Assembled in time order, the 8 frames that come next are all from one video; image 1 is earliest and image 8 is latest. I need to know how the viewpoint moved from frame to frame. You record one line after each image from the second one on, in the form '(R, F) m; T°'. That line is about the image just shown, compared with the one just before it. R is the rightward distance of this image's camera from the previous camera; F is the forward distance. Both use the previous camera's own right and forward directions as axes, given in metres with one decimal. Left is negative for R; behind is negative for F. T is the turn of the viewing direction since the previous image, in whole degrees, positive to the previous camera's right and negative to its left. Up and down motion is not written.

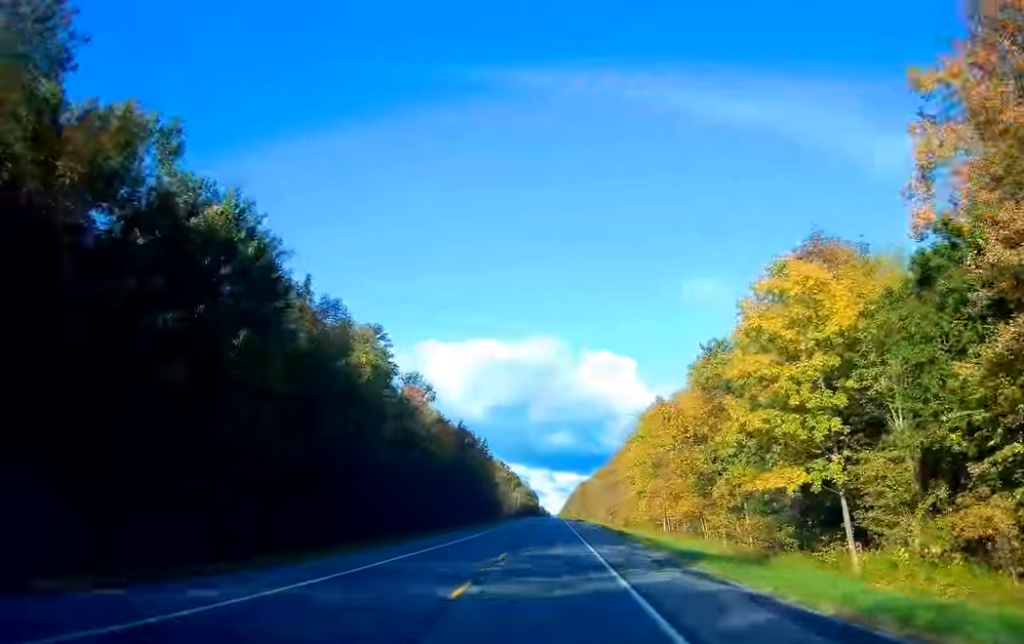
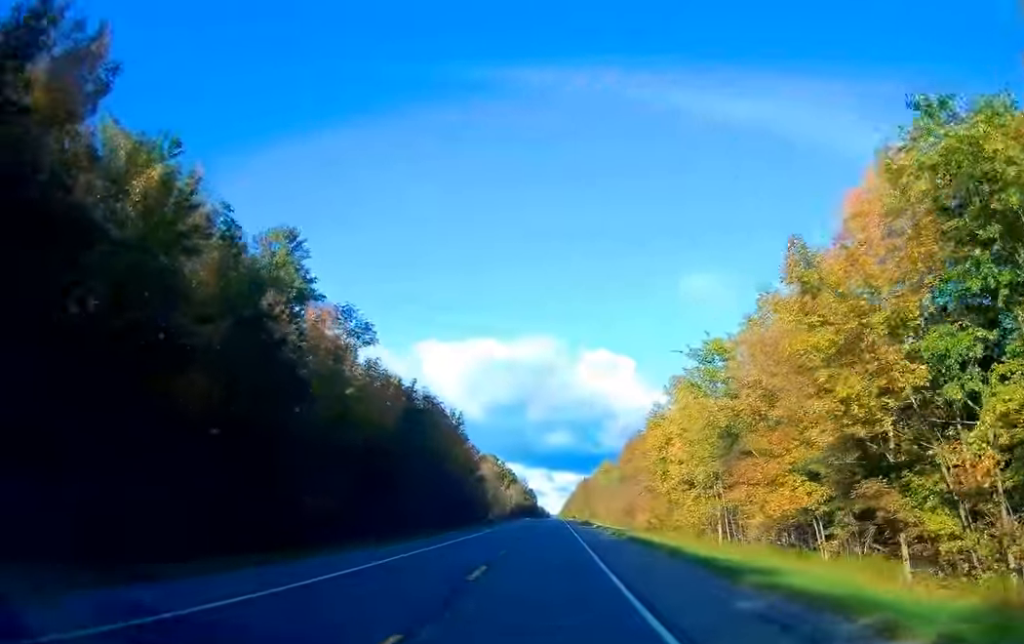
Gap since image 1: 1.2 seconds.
(0.0, +32.2) m; 0°
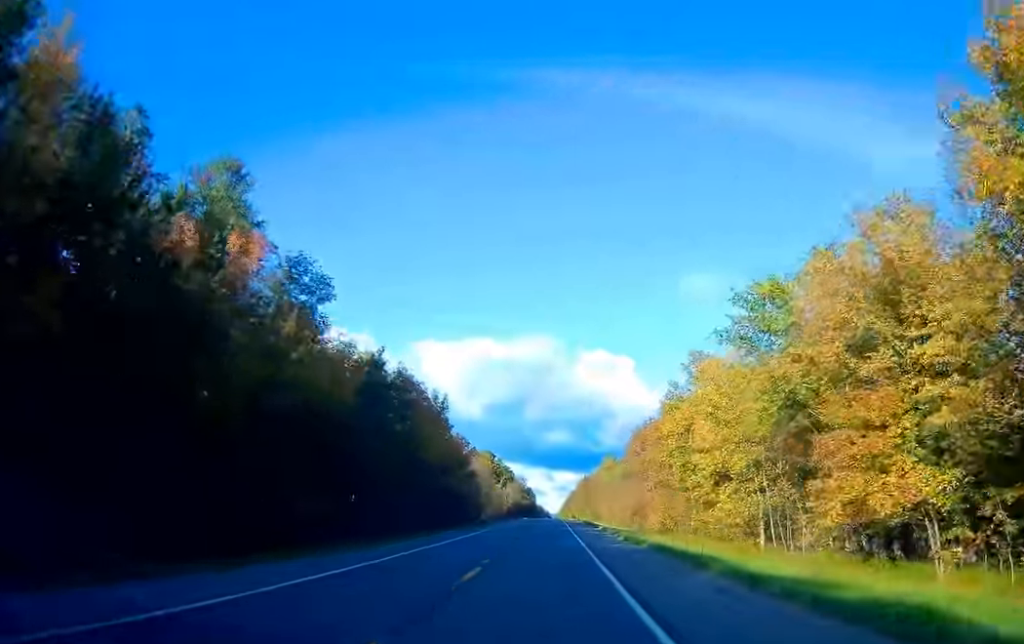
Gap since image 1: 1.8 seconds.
(0.0, +13.5) m; 0°
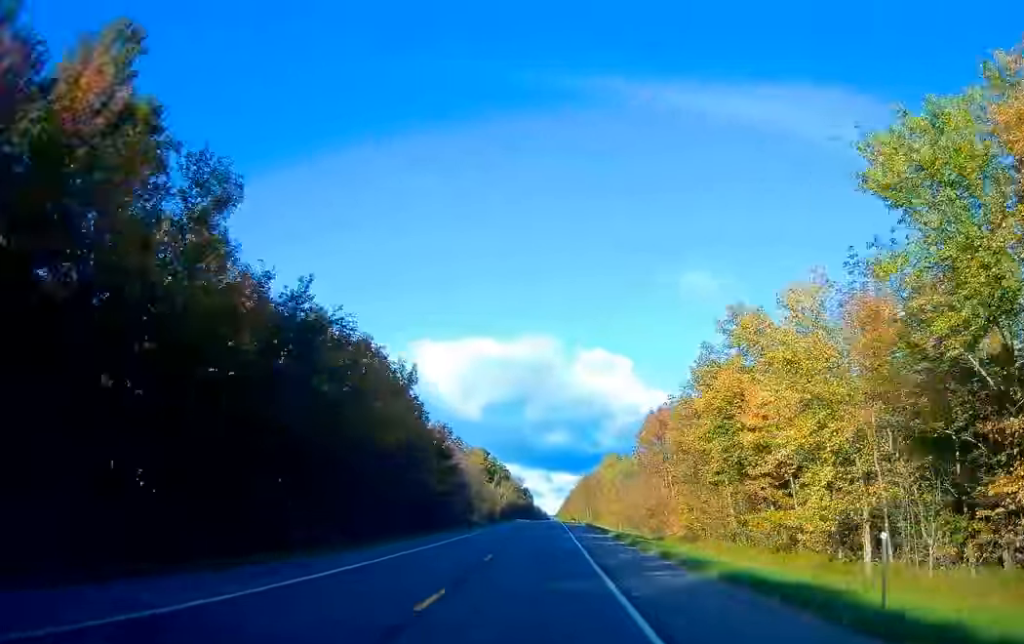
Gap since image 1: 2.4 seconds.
(0.0, +16.6) m; 0°
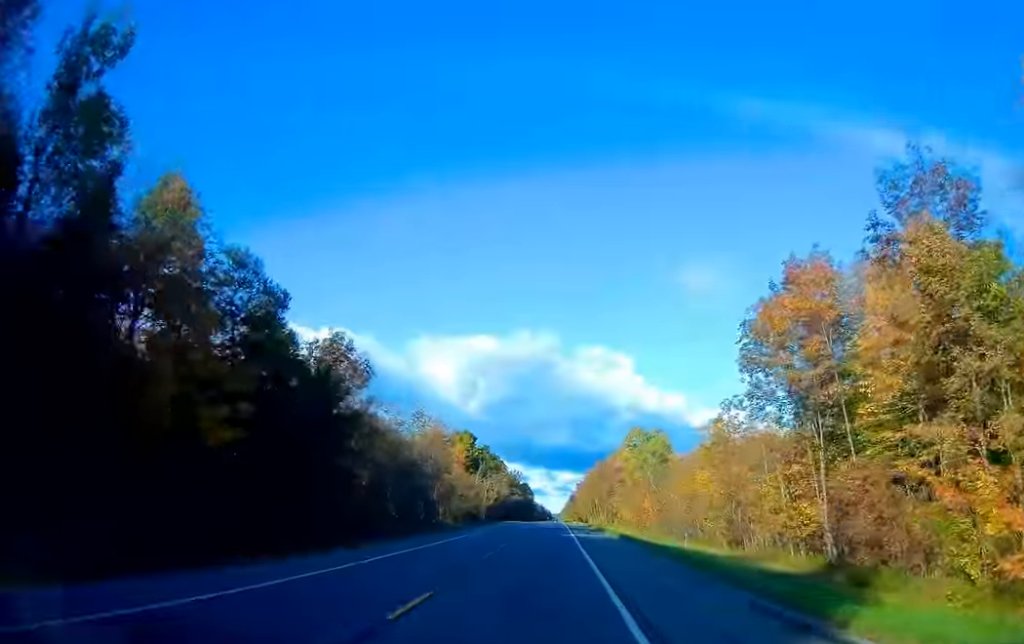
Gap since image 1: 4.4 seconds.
(0.0, +50.9) m; 0°
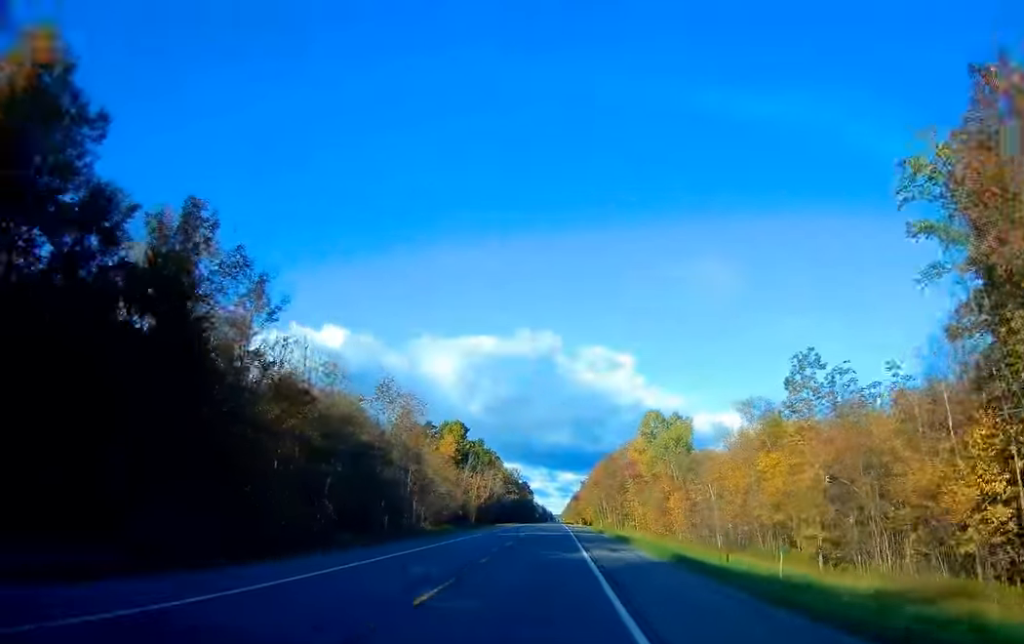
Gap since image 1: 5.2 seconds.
(0.0, +21.8) m; 0°
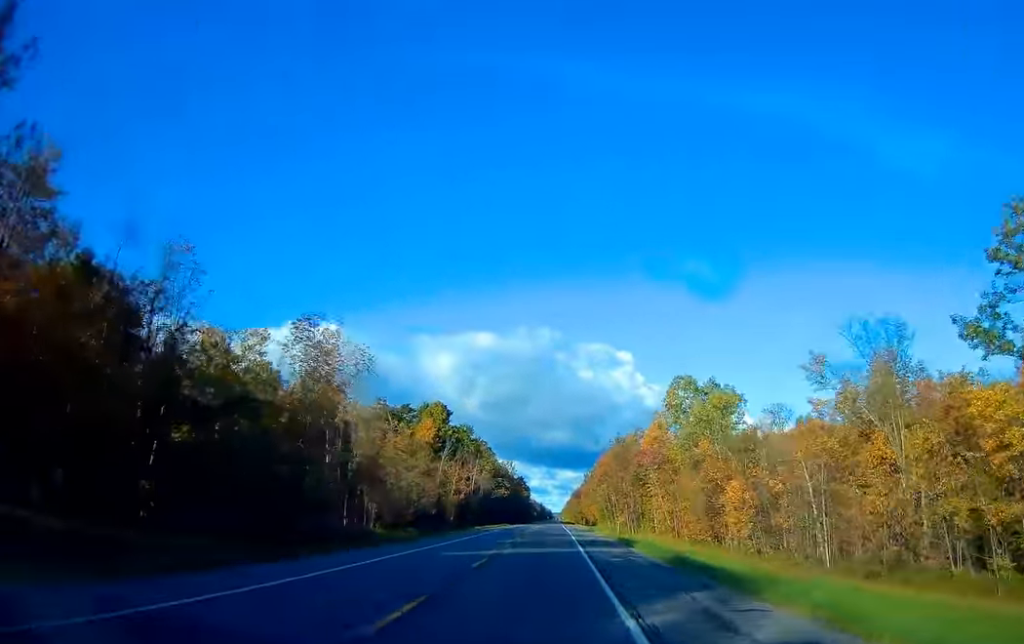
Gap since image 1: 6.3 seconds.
(0.0, +28.1) m; 0°
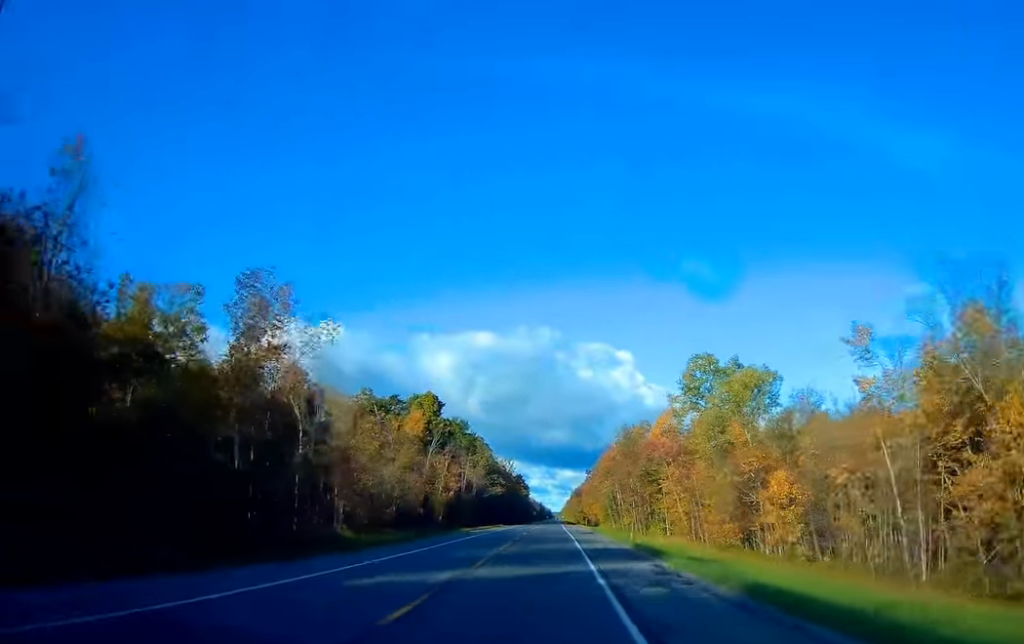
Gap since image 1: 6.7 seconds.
(+0.1, +11.5) m; 0°
